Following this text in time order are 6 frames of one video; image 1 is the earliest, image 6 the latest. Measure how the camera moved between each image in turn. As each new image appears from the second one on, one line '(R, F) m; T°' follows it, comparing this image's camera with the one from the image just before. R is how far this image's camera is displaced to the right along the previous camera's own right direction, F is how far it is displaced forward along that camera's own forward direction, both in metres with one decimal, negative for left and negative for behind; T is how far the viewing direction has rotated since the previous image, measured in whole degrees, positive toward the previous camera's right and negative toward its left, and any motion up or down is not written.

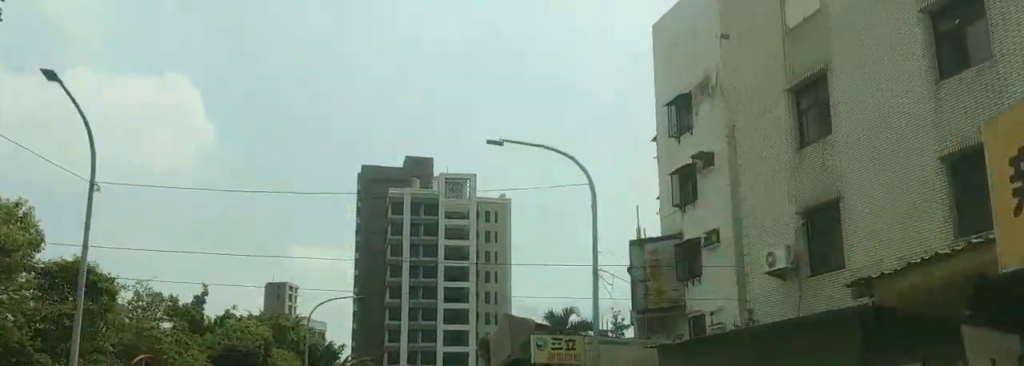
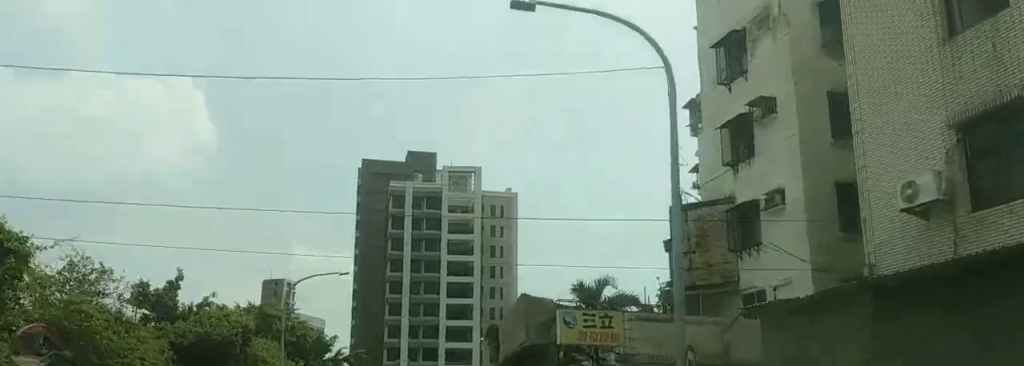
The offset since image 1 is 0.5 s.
(-0.2, +5.9) m; +1°
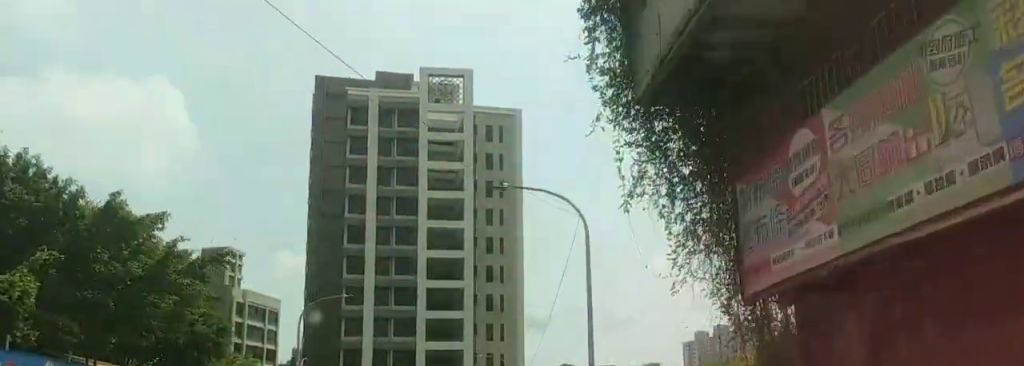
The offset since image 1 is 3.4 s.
(+3.2, +30.1) m; +6°
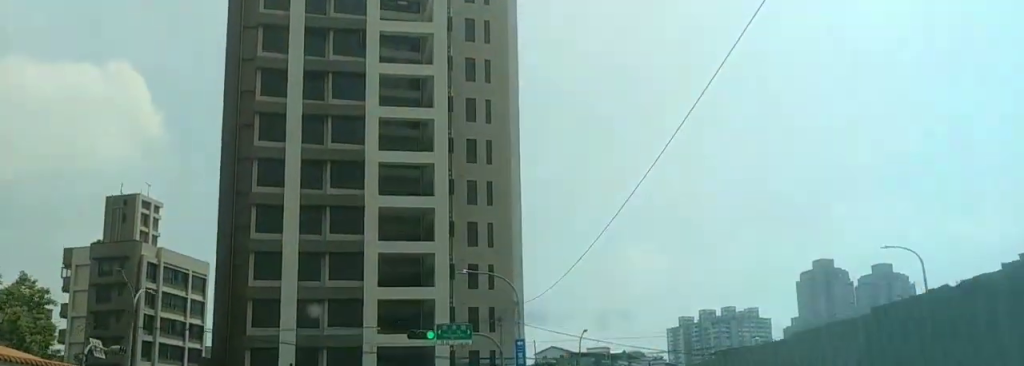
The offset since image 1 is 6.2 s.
(-0.6, +25.4) m; -1°
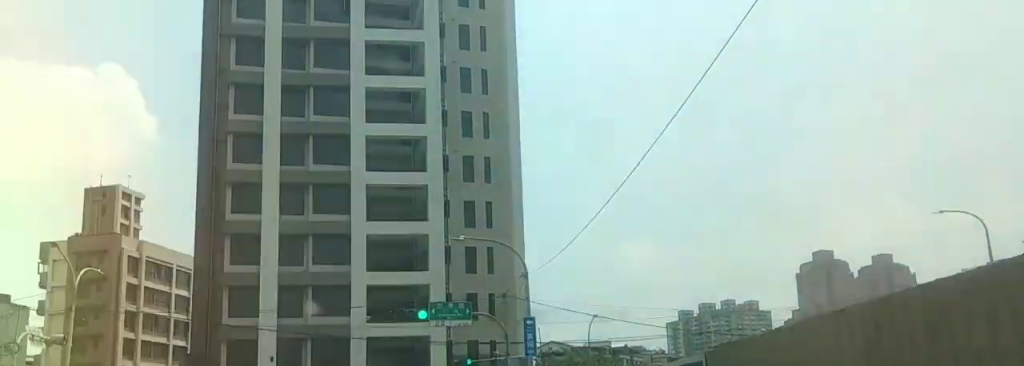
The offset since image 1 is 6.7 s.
(0.0, +4.3) m; 0°
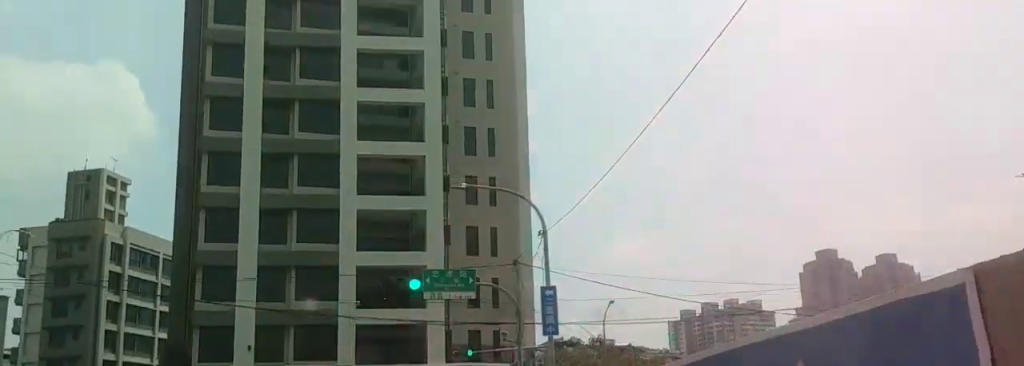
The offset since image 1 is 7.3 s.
(0.0, +4.5) m; -1°
